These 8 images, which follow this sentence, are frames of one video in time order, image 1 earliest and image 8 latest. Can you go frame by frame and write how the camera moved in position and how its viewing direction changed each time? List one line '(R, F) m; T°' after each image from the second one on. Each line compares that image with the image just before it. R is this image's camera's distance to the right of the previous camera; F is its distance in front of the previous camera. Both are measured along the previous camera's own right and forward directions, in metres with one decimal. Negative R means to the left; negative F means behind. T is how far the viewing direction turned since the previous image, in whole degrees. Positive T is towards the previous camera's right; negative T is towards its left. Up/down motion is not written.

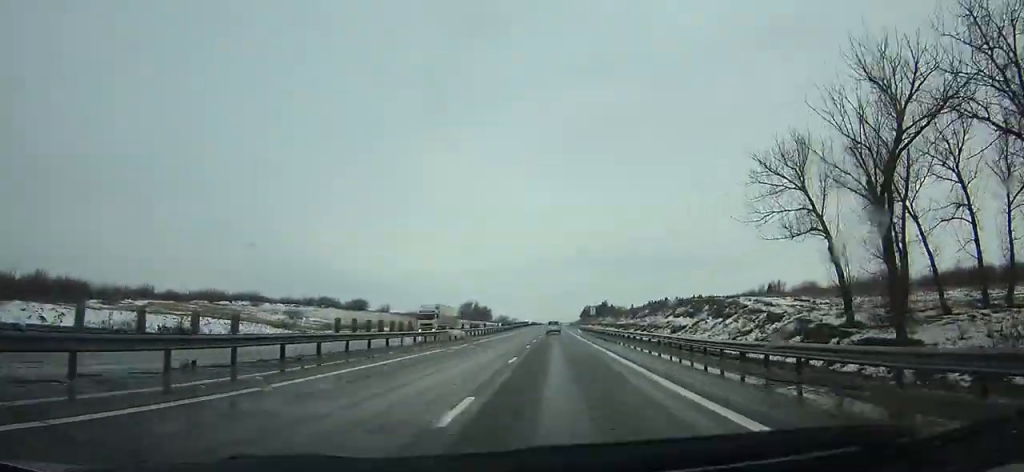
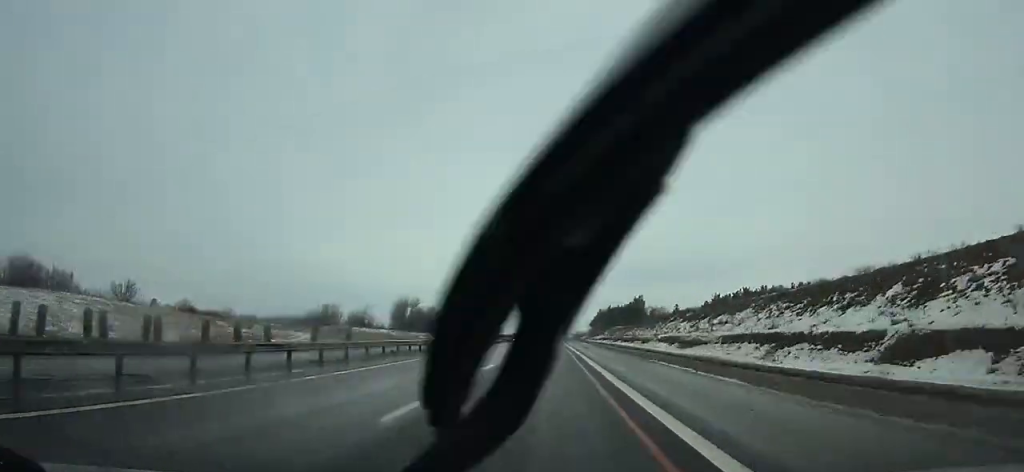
(+0.6, +168.8) m; 0°
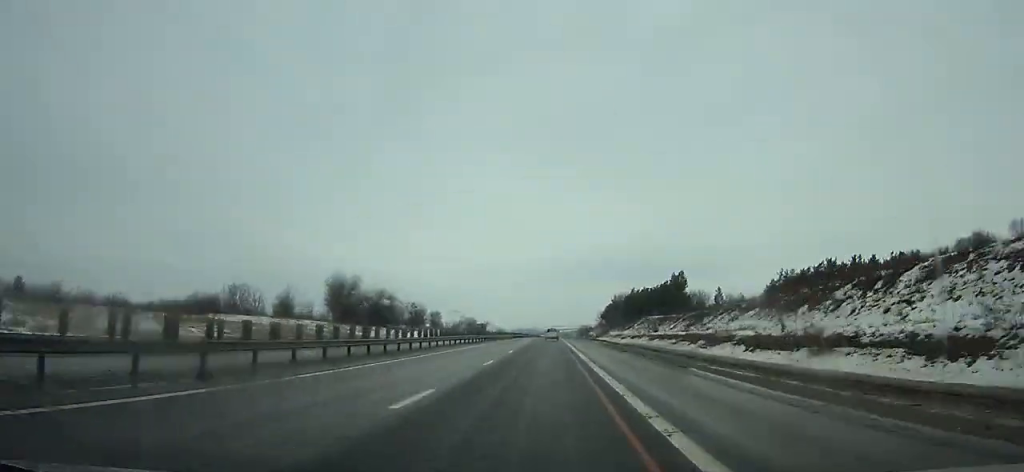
(-0.1, +69.9) m; 0°
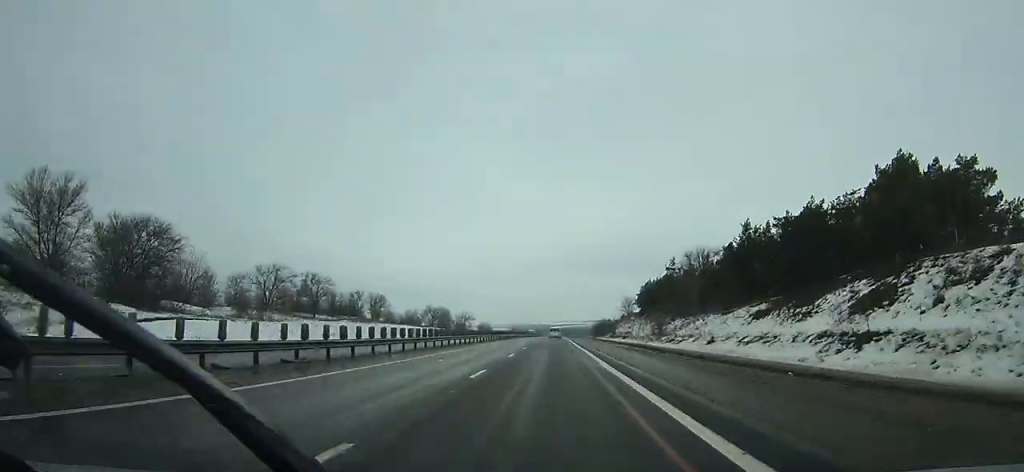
(-0.5, +102.7) m; 0°
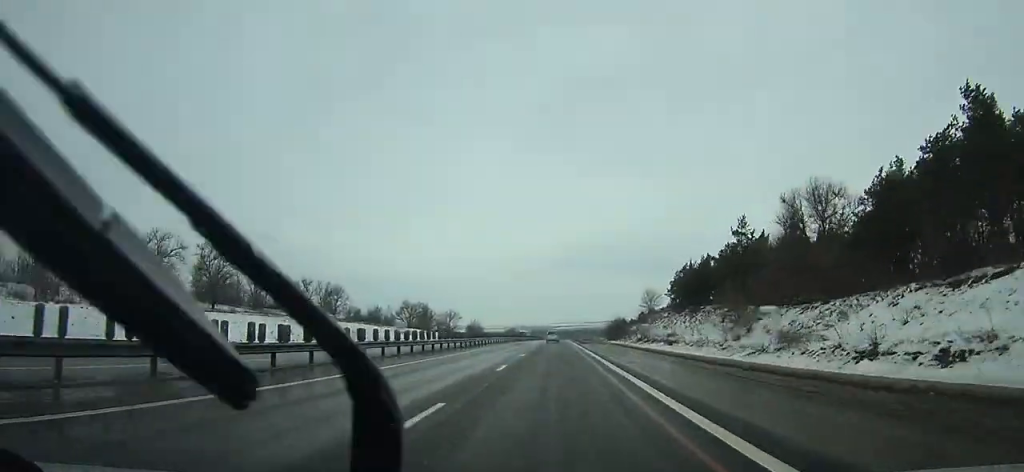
(-0.1, +44.3) m; 0°
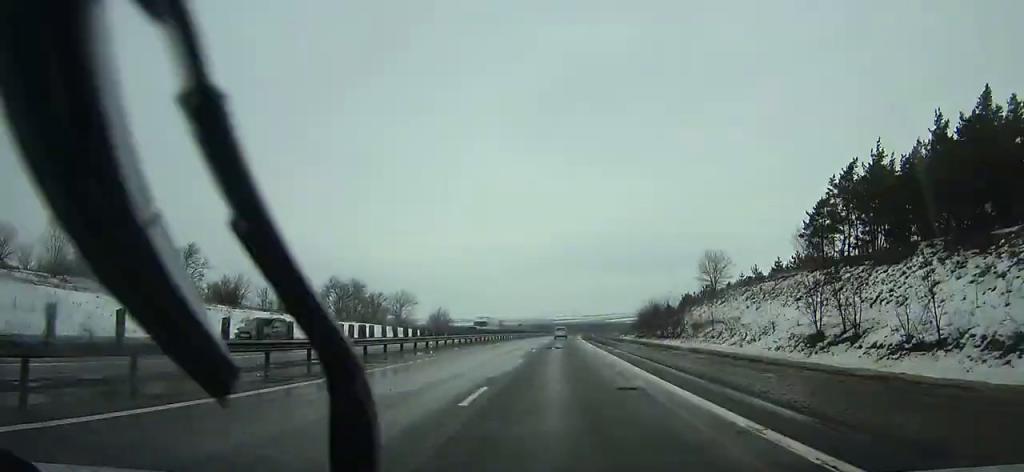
(+0.2, +68.5) m; +1°
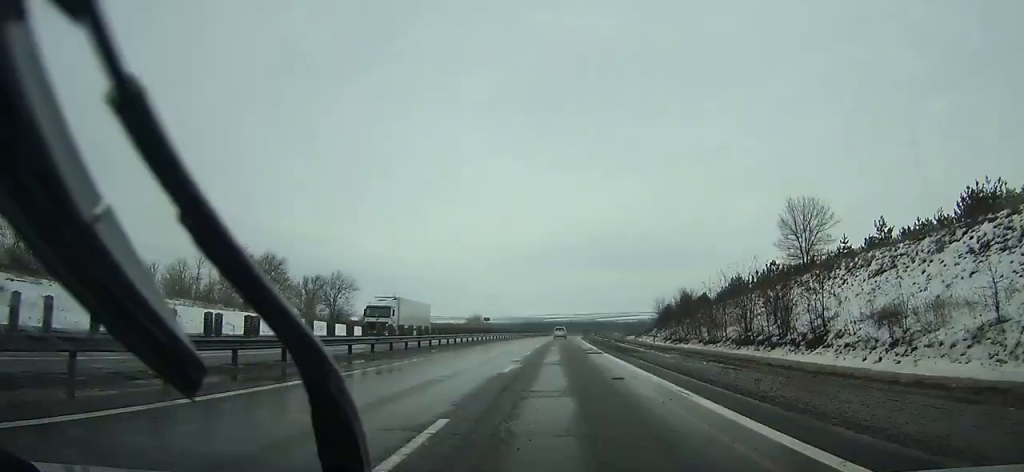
(+0.4, +40.9) m; +1°
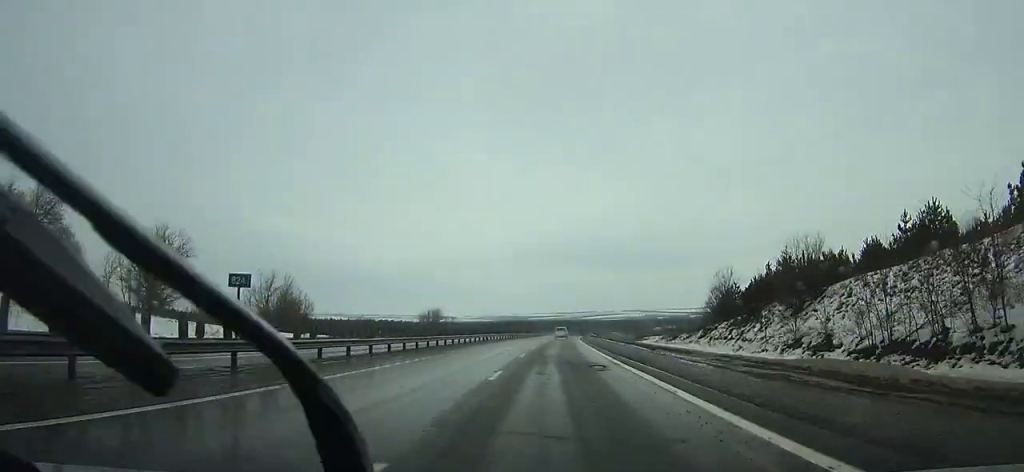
(+0.2, +51.6) m; +1°
